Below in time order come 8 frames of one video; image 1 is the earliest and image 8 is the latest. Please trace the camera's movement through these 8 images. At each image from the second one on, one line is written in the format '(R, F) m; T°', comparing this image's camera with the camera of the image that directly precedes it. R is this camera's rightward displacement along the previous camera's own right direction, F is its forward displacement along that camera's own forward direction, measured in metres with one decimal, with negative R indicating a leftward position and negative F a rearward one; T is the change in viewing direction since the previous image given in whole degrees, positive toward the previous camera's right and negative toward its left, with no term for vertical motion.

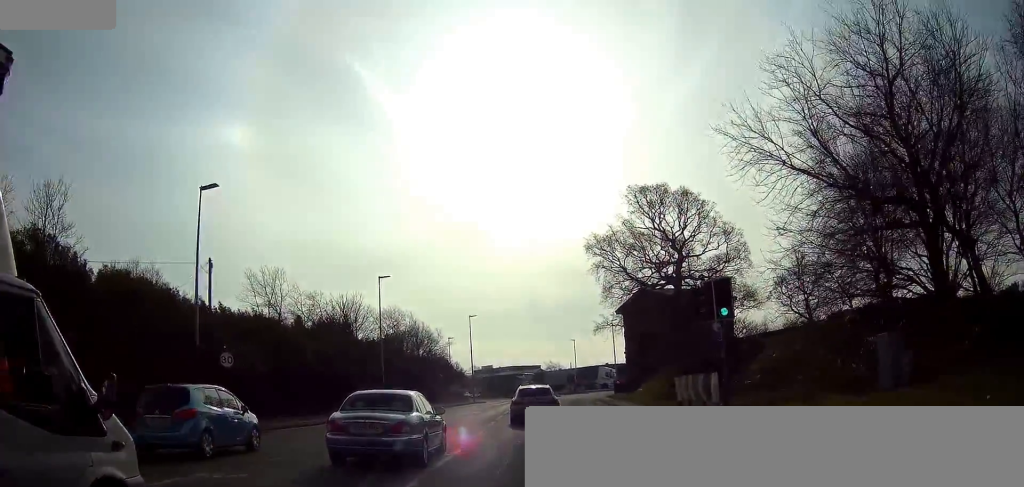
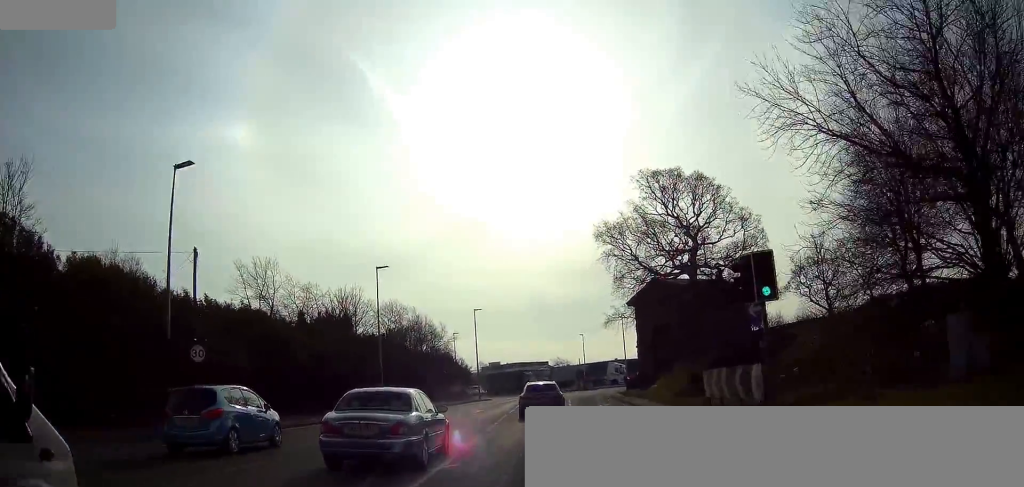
(0.0, +3.5) m; 0°
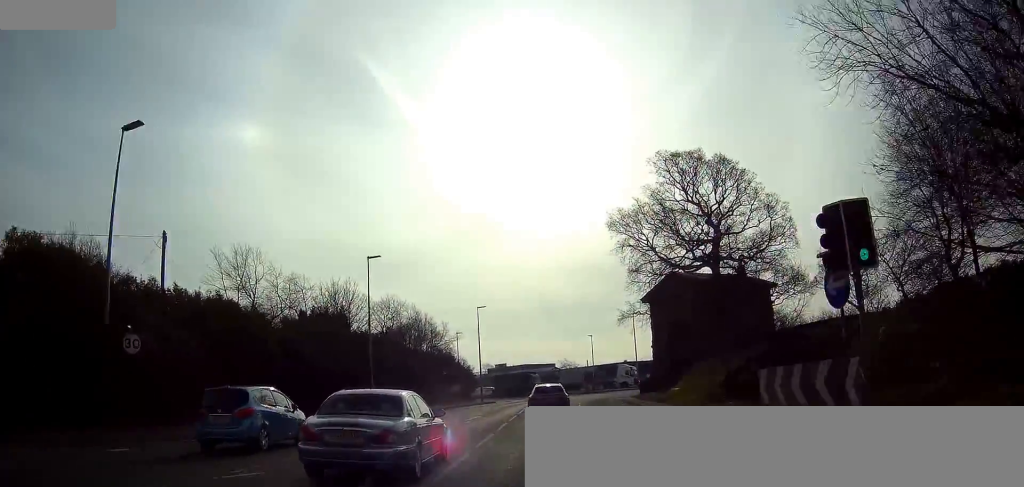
(-0.1, +5.5) m; 0°
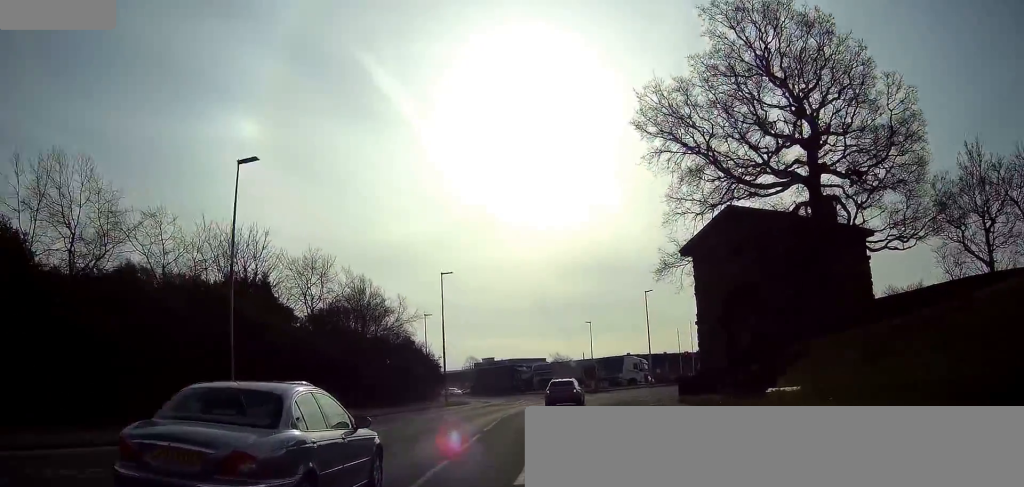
(+0.1, +20.7) m; +1°
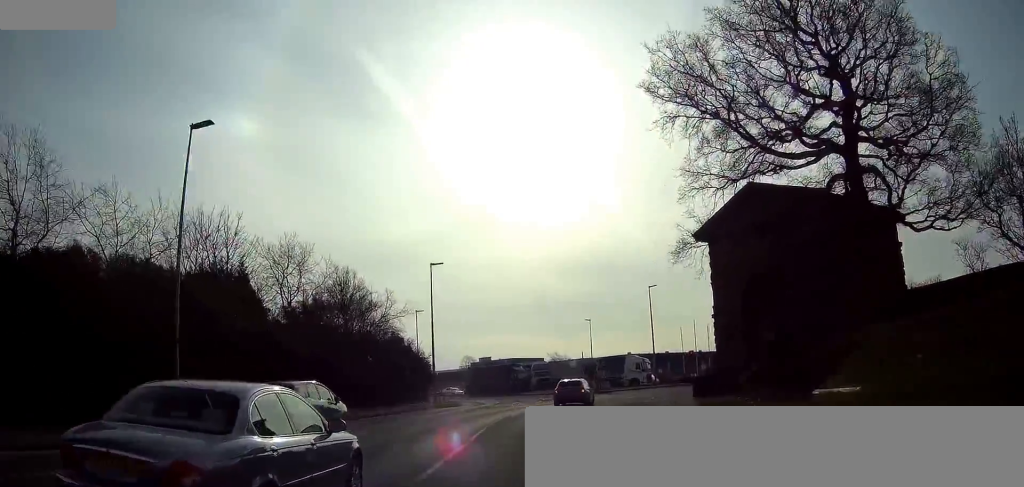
(0.0, +4.1) m; 0°
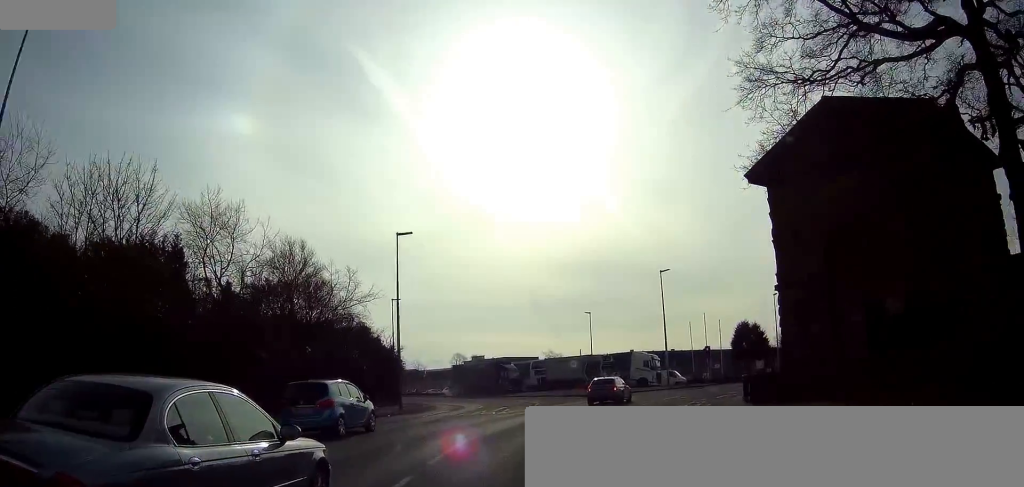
(+0.1, +9.9) m; +2°
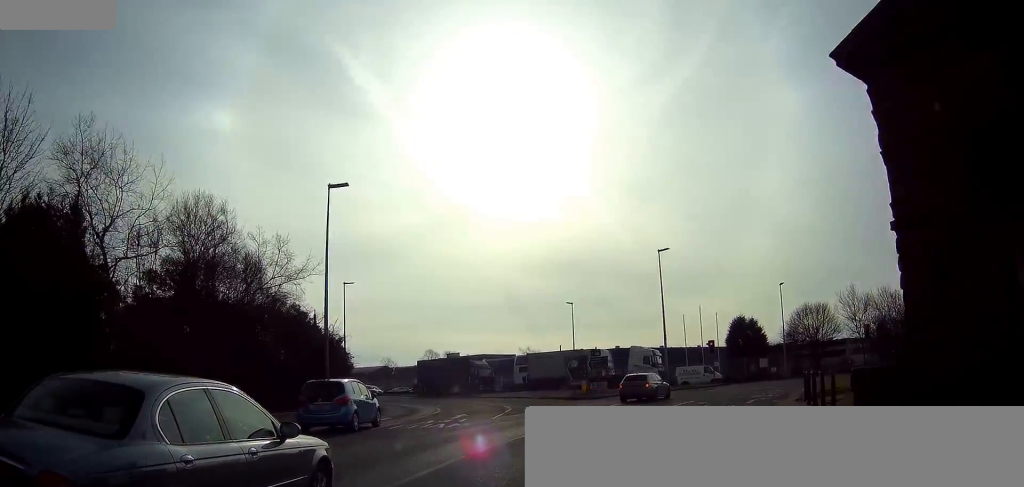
(+0.2, +9.6) m; +4°
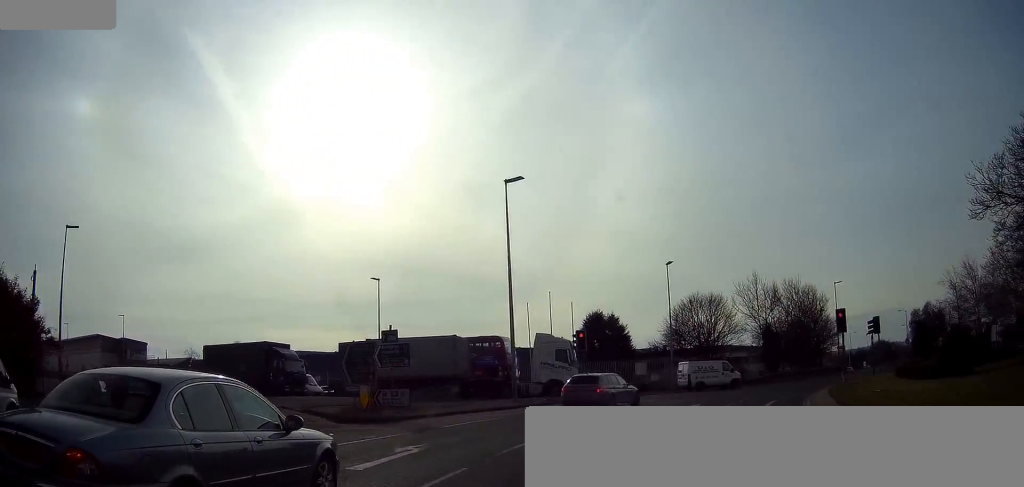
(+2.5, +18.5) m; +17°
